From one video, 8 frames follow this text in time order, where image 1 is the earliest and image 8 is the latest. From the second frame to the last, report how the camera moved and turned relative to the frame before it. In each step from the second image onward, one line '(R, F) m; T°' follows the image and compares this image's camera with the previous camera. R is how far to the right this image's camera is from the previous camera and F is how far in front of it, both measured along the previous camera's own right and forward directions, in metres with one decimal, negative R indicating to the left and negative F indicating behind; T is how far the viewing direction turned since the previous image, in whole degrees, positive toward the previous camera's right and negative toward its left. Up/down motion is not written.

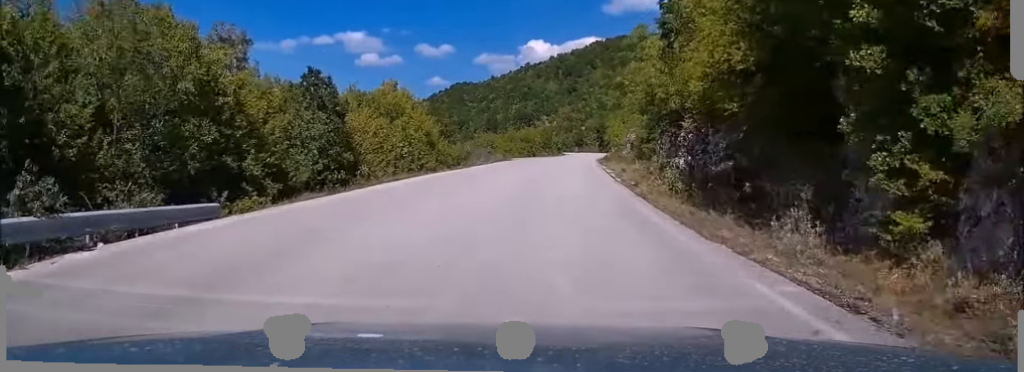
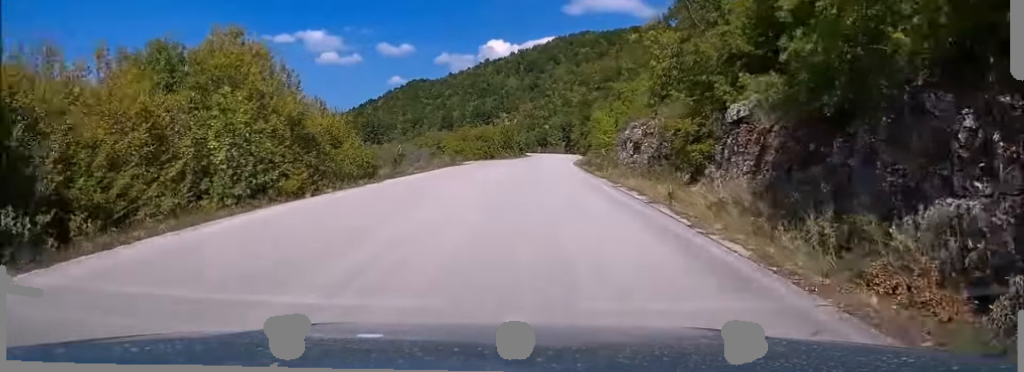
(+0.8, +18.7) m; +3°
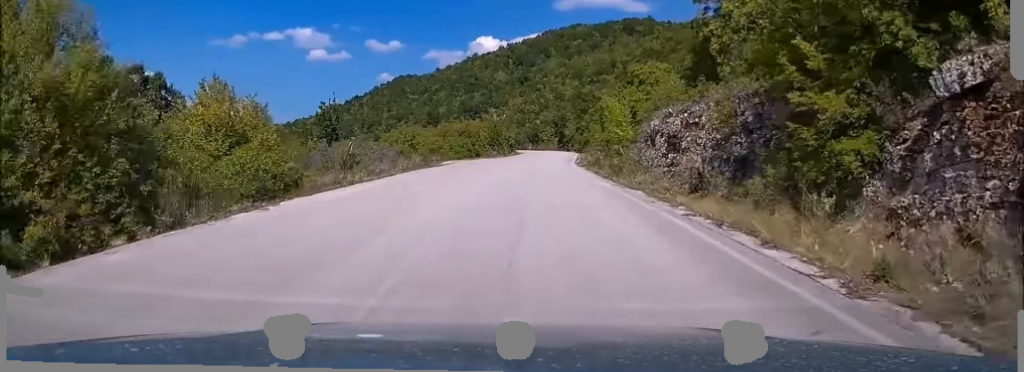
(0.0, +11.3) m; +1°
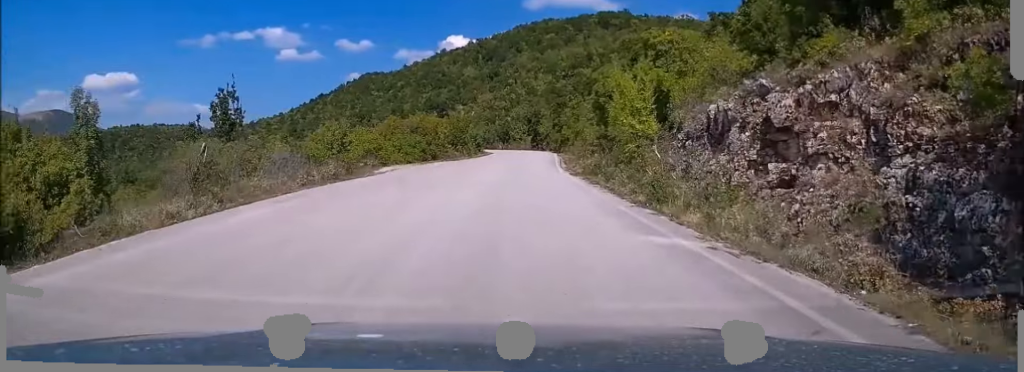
(+0.2, +14.3) m; +1°
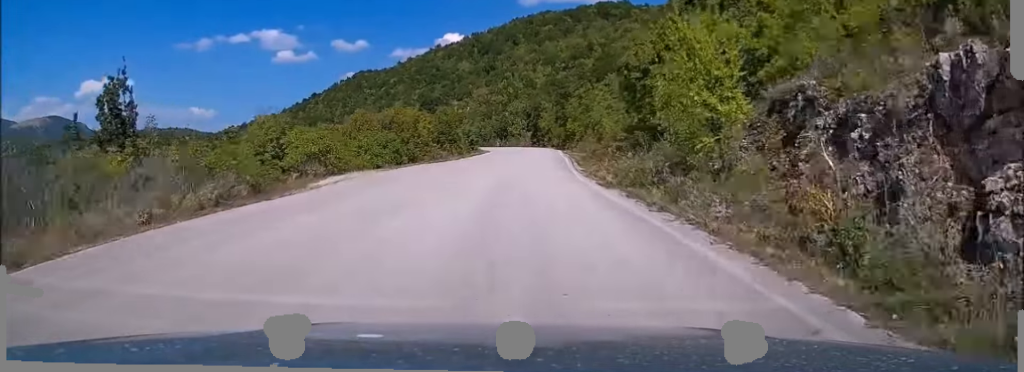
(+0.1, +11.3) m; +1°
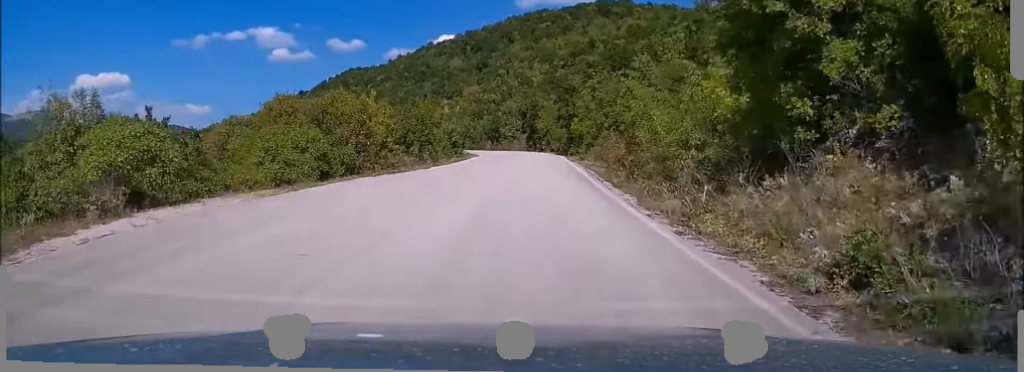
(0.0, +15.5) m; +1°
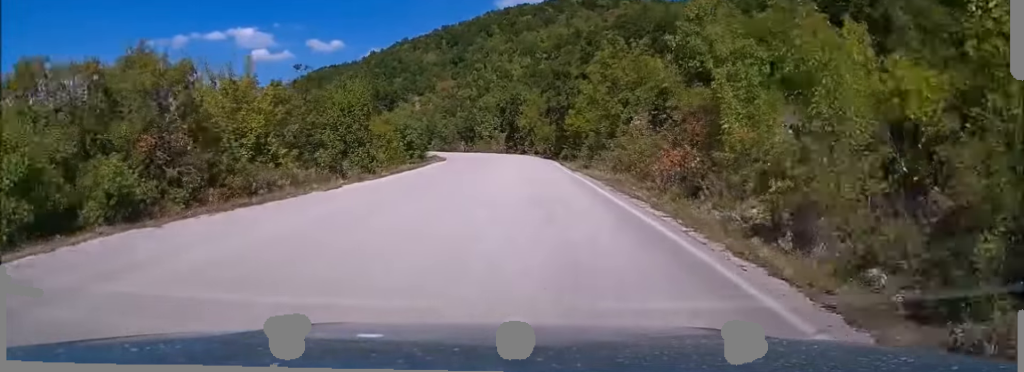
(+0.3, +16.3) m; +1°
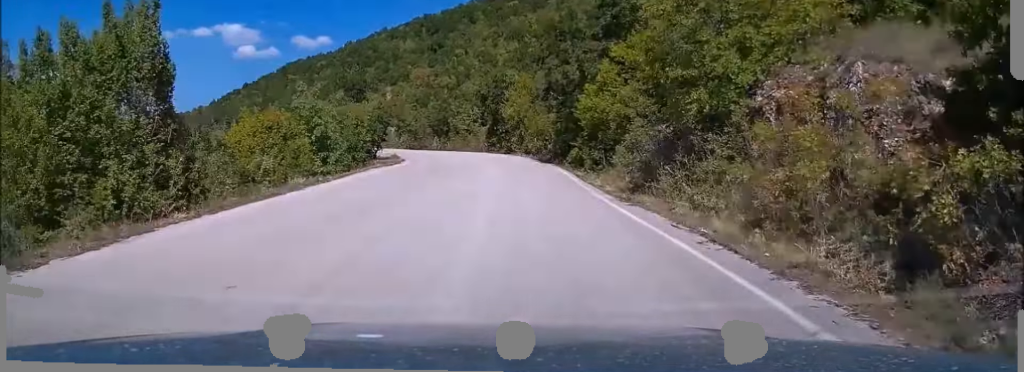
(0.0, +20.4) m; 0°
